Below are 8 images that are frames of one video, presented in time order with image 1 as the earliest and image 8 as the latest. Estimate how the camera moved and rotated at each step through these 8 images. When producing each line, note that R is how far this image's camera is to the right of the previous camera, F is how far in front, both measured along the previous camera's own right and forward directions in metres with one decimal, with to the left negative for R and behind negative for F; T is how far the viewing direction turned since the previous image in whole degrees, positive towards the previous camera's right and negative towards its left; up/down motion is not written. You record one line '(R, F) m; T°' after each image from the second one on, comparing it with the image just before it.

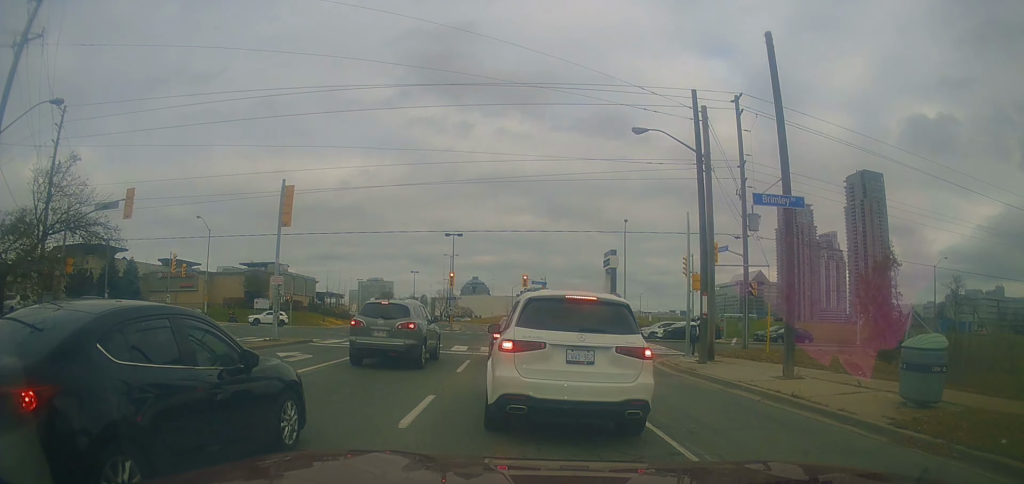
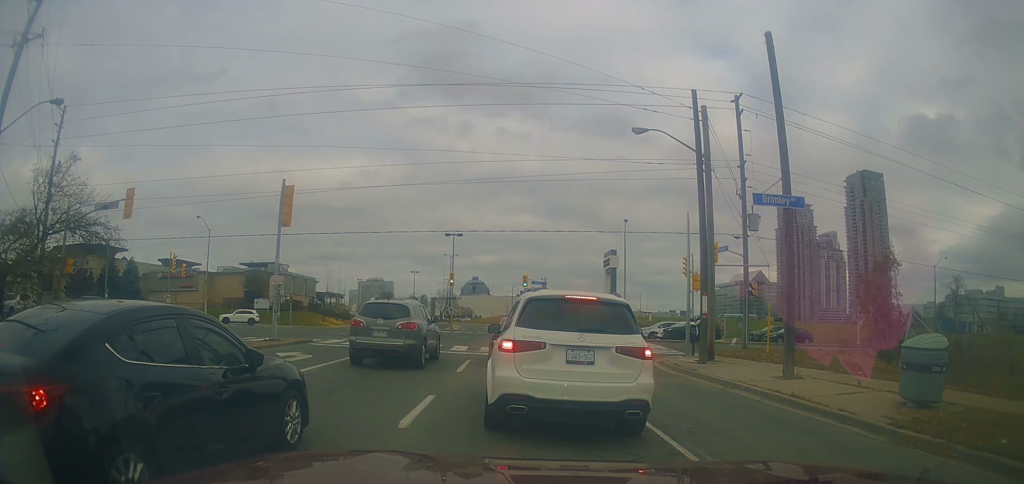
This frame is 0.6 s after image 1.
(0.0, 0.0) m; 0°
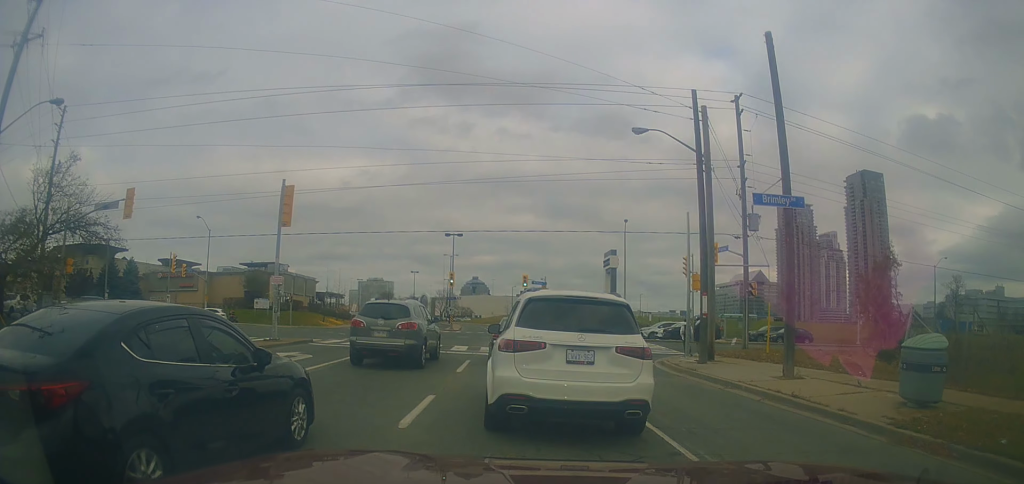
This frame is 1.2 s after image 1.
(0.0, 0.0) m; 0°
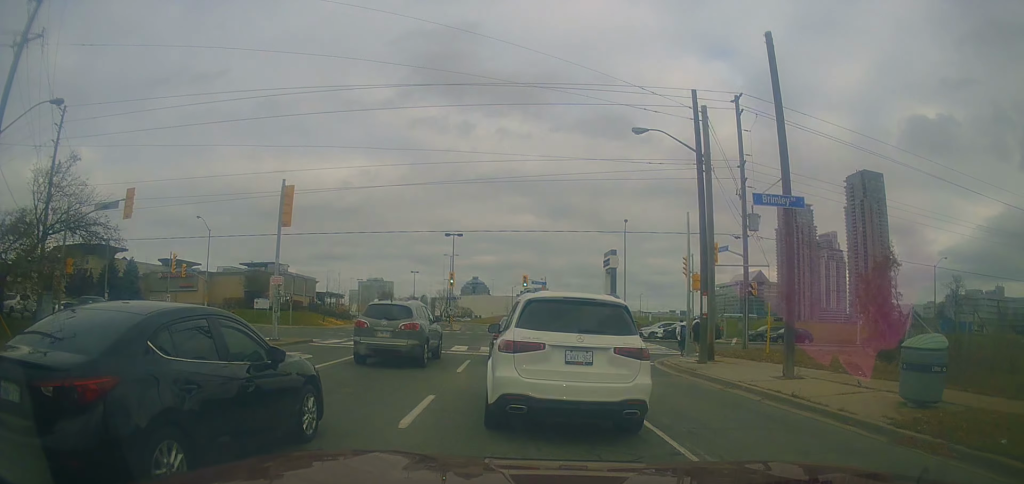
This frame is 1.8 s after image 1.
(0.0, 0.0) m; 0°
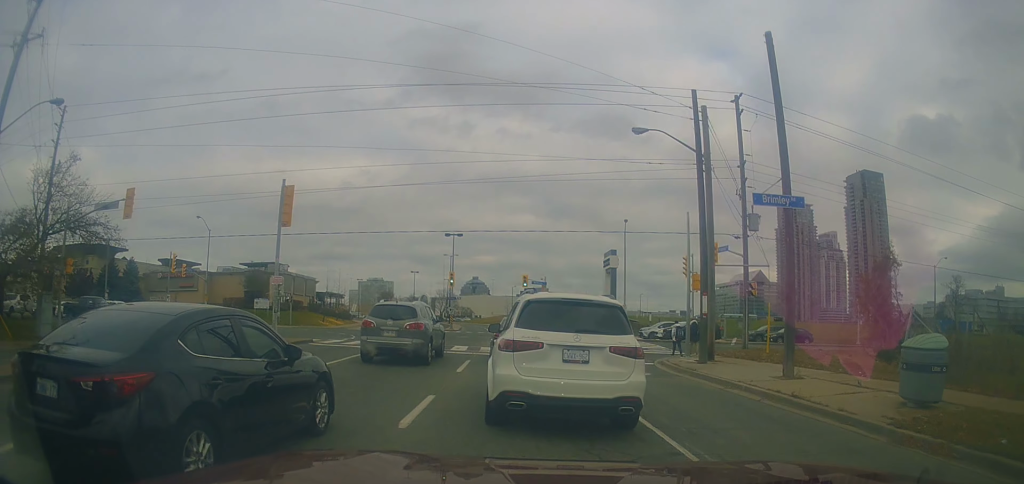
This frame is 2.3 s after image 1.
(0.0, 0.0) m; 0°
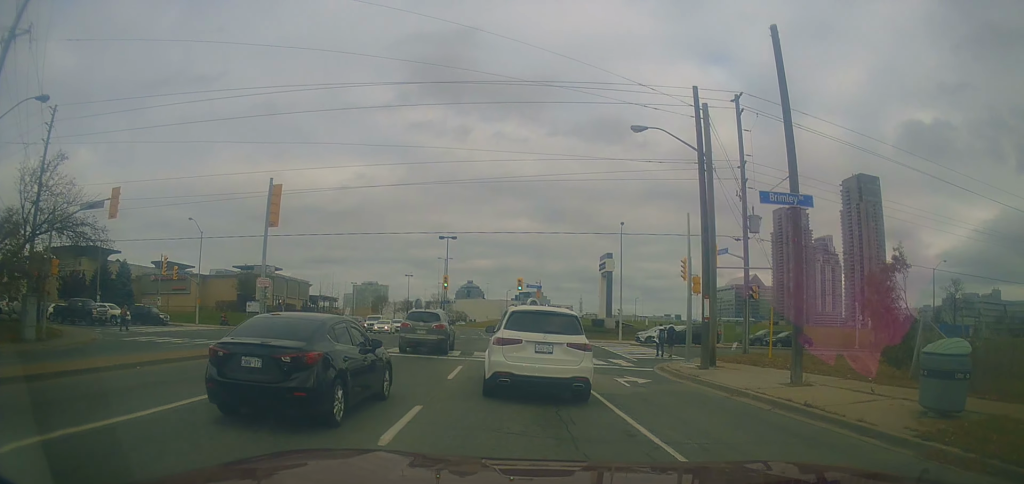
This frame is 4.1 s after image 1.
(-0.2, +0.3) m; 0°
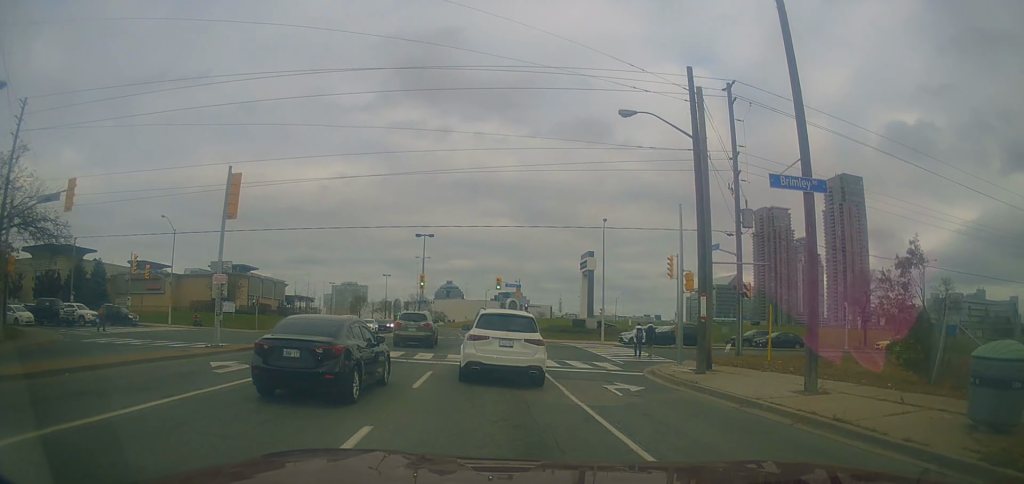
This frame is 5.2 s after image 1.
(-0.2, +1.0) m; +4°
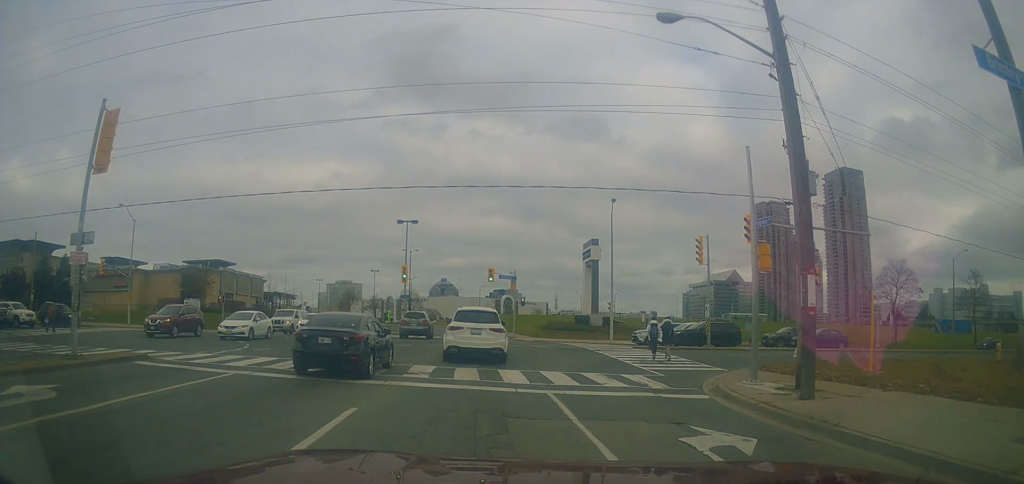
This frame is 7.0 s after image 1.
(+0.9, +5.6) m; +3°
